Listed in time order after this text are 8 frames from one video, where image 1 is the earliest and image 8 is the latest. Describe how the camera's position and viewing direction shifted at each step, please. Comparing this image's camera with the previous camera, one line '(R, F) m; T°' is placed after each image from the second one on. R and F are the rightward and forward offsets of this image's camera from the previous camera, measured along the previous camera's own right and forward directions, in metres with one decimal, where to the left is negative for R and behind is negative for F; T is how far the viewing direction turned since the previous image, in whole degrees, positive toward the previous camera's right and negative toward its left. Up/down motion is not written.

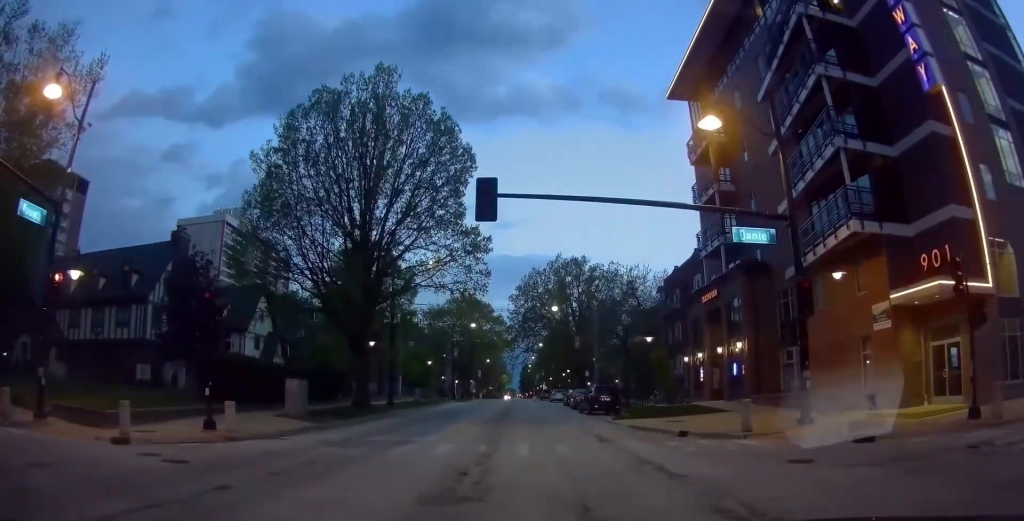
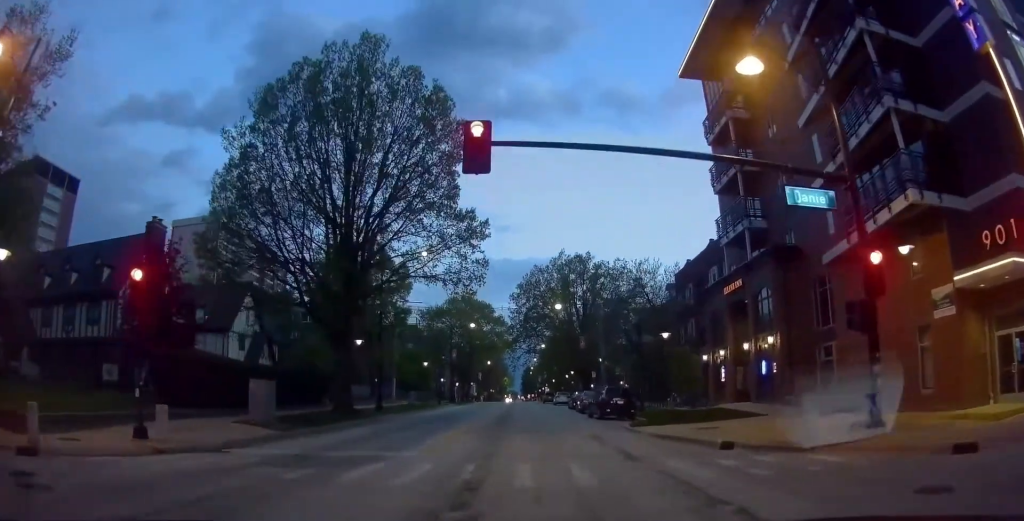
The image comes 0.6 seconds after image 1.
(0.0, +3.5) m; 0°
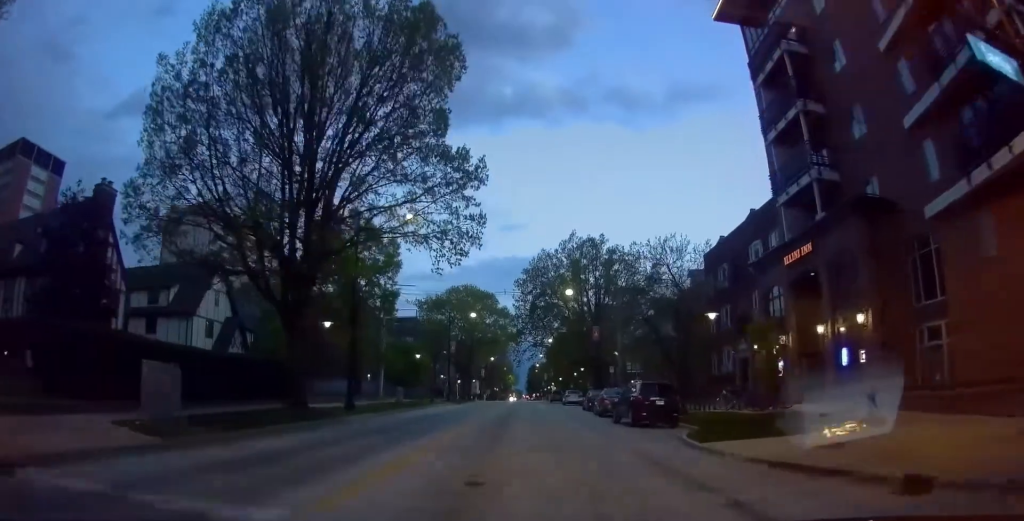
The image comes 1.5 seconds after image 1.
(0.0, +6.3) m; 0°
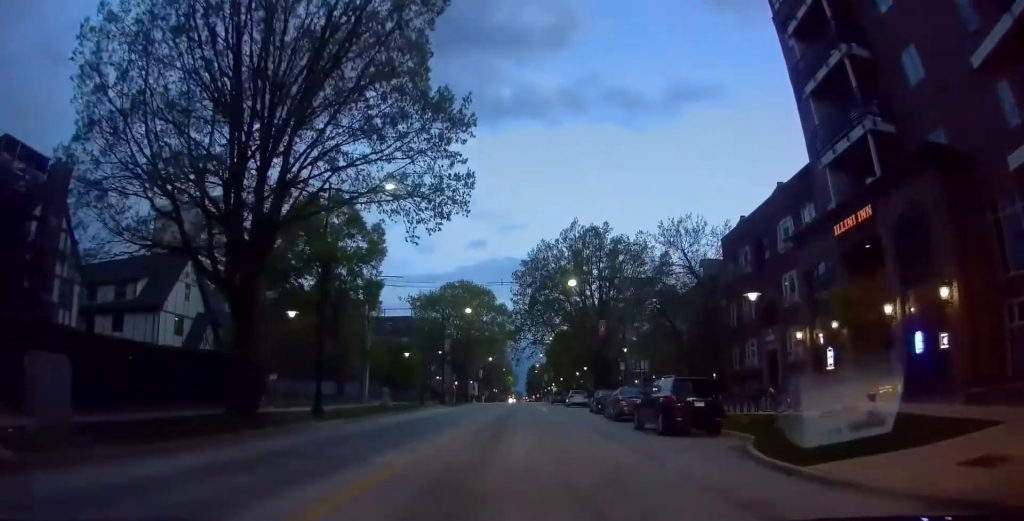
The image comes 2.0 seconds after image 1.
(+0.1, +4.6) m; -2°
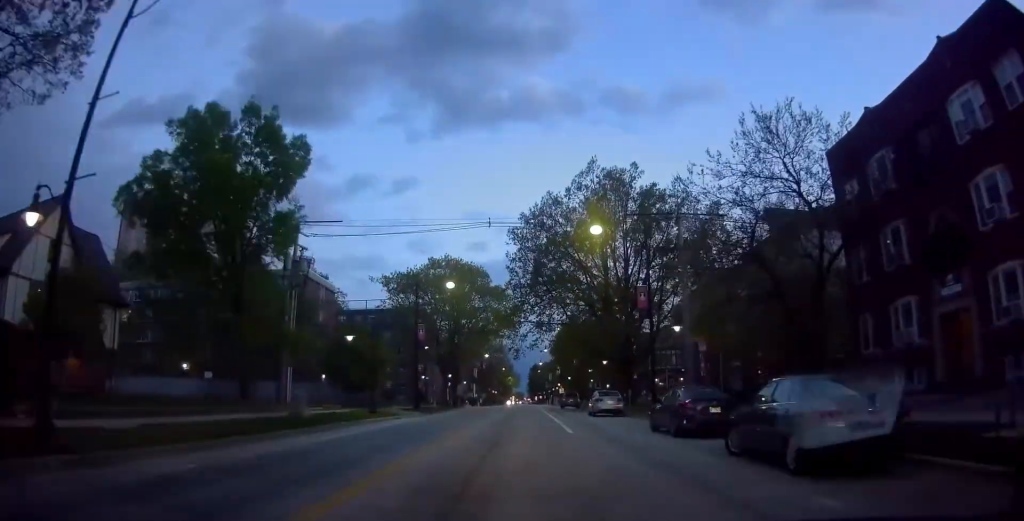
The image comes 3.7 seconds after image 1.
(-0.4, +15.8) m; +2°
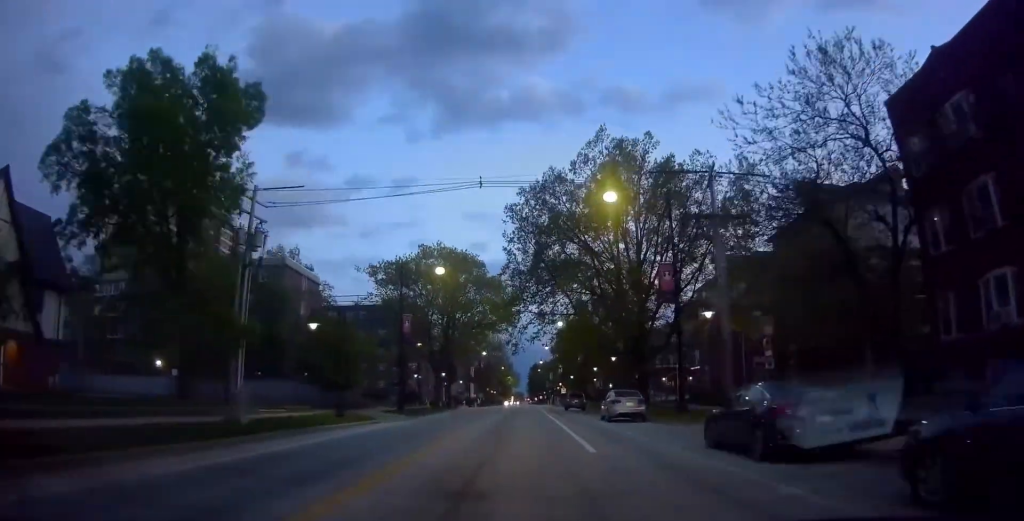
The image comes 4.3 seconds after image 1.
(+0.2, +5.6) m; +3°
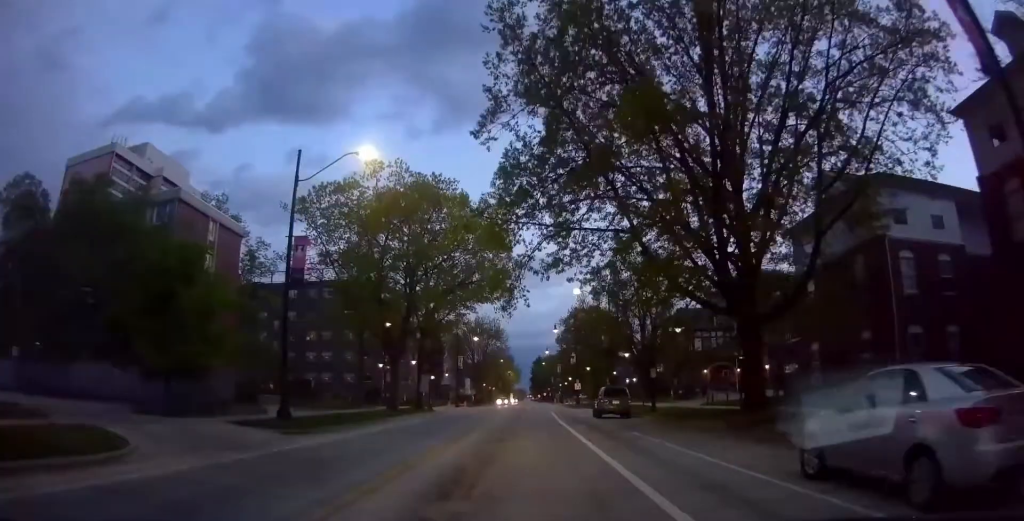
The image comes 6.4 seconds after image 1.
(+0.1, +21.5) m; 0°
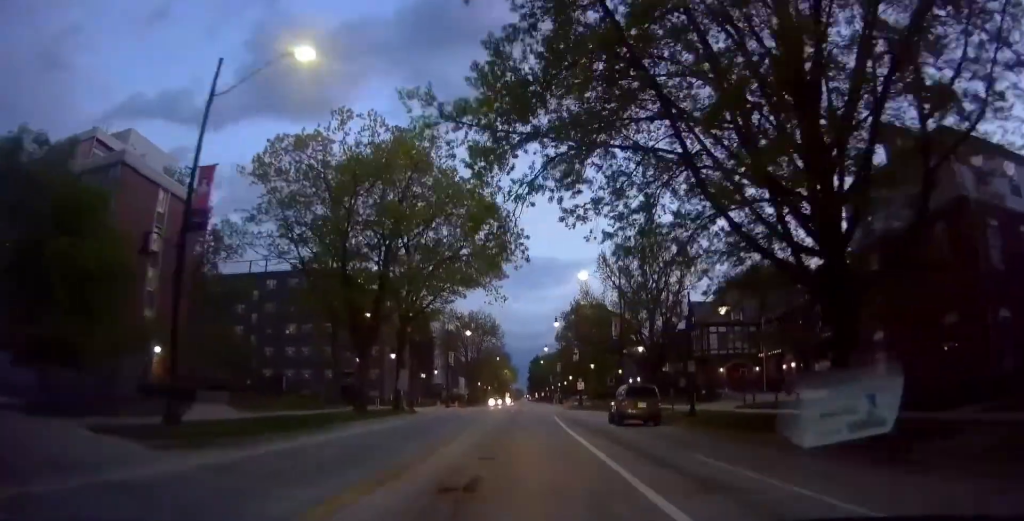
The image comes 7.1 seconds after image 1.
(0.0, +8.0) m; 0°
